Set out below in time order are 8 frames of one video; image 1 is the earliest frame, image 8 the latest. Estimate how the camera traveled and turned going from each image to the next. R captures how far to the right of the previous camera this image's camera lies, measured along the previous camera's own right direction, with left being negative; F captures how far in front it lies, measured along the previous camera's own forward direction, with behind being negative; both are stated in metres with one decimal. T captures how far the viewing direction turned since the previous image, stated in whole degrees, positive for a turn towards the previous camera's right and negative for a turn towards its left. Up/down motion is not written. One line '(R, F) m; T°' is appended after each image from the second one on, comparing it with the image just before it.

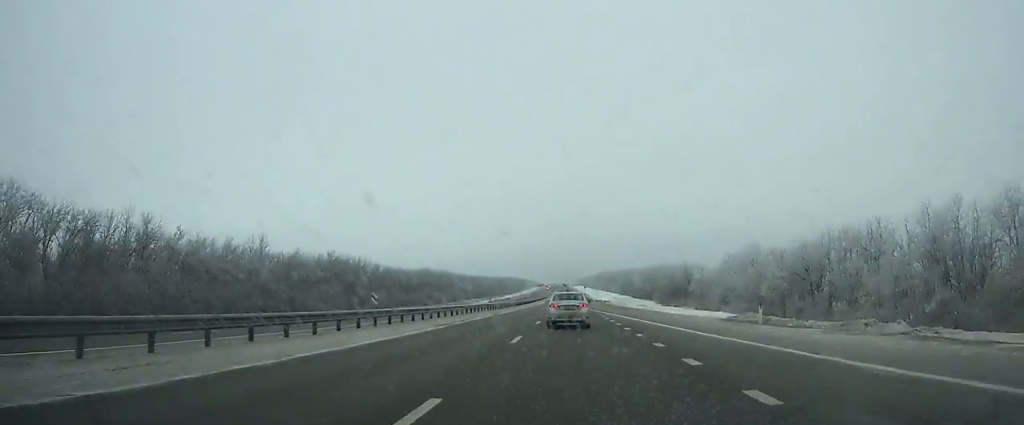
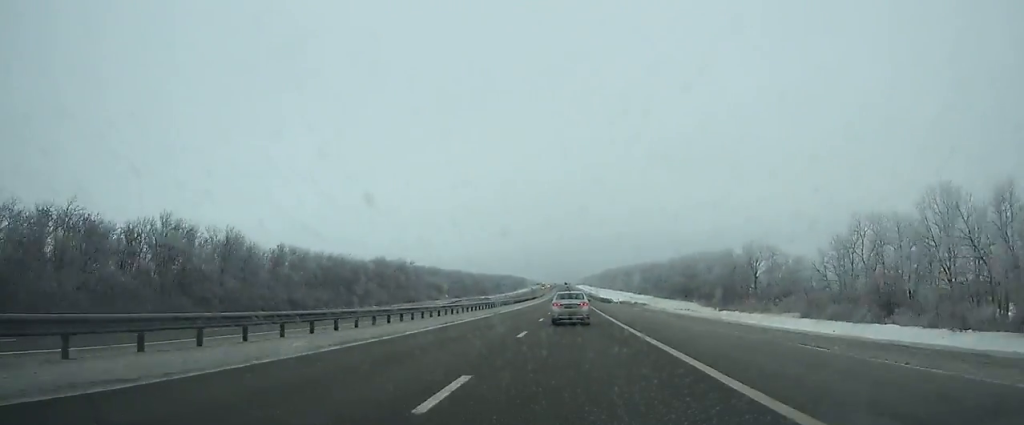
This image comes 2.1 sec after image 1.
(0.0, +58.7) m; 0°
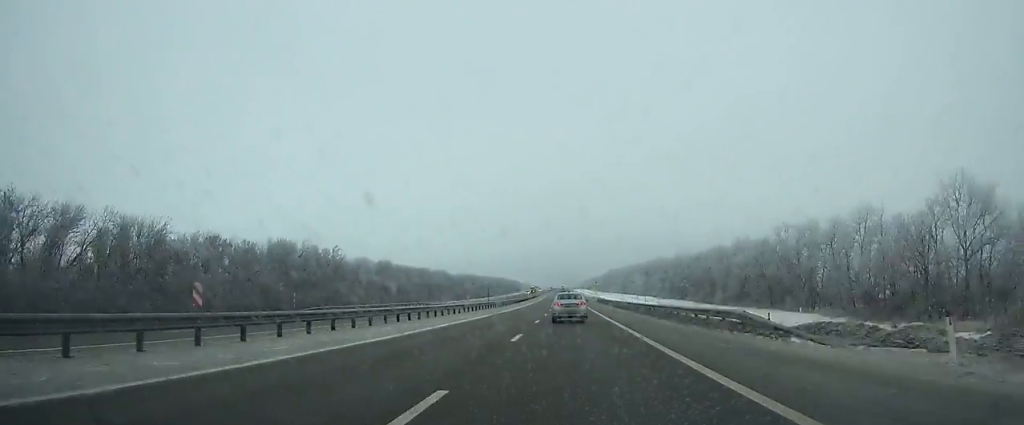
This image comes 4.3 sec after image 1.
(0.0, +61.1) m; 0°
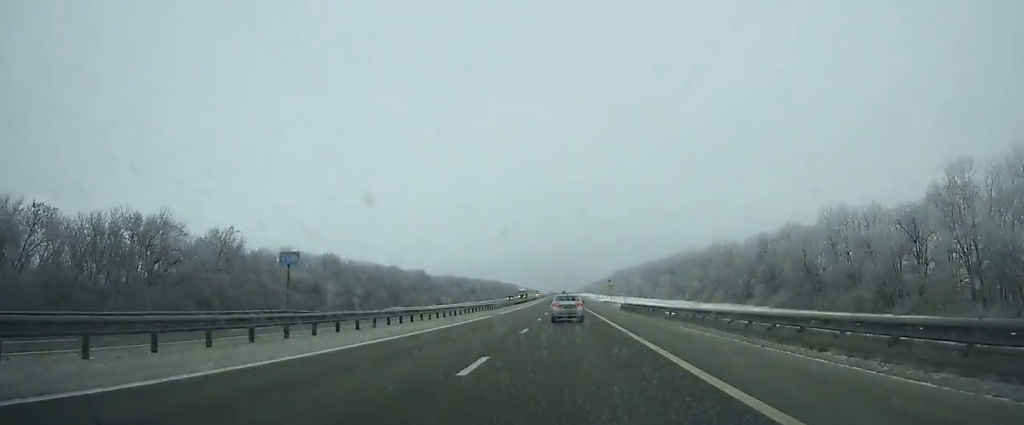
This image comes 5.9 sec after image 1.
(0.0, +44.3) m; 0°
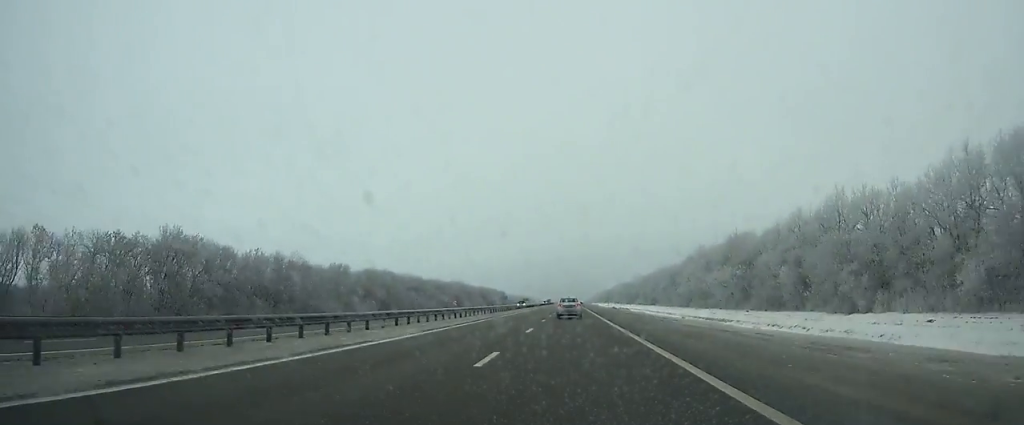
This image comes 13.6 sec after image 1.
(-1.3, +214.4) m; 0°
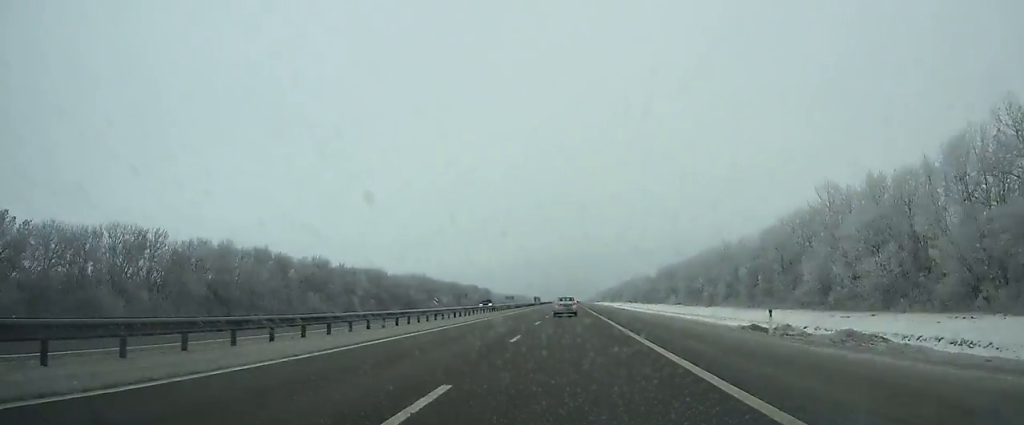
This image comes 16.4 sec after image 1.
(0.0, +78.7) m; 0°
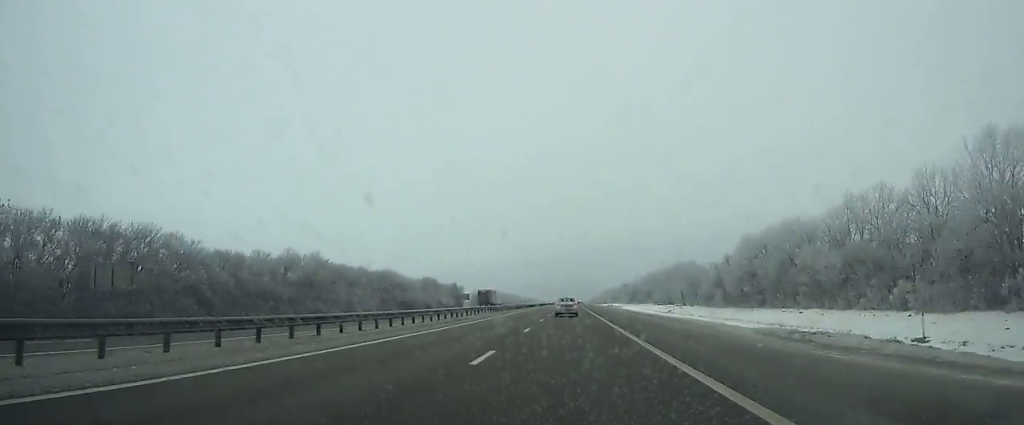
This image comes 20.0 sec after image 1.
(0.0, +101.8) m; 0°
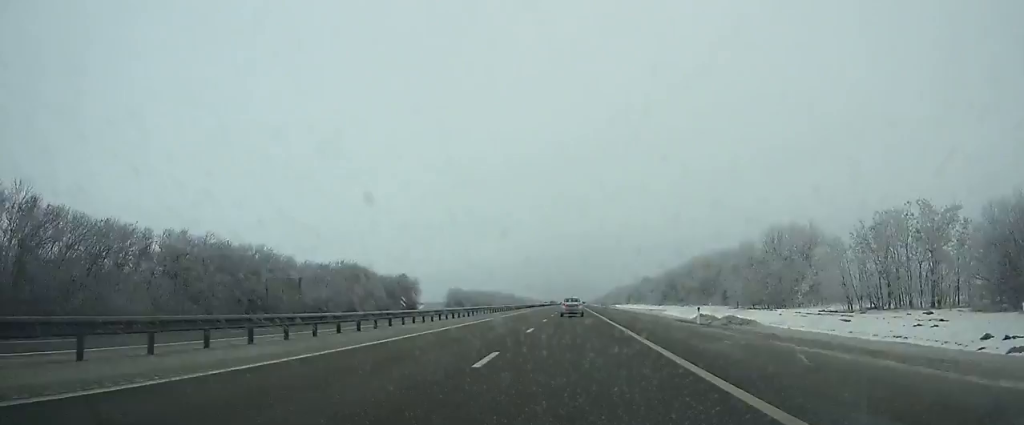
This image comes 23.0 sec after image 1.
(-0.1, +85.1) m; 0°
